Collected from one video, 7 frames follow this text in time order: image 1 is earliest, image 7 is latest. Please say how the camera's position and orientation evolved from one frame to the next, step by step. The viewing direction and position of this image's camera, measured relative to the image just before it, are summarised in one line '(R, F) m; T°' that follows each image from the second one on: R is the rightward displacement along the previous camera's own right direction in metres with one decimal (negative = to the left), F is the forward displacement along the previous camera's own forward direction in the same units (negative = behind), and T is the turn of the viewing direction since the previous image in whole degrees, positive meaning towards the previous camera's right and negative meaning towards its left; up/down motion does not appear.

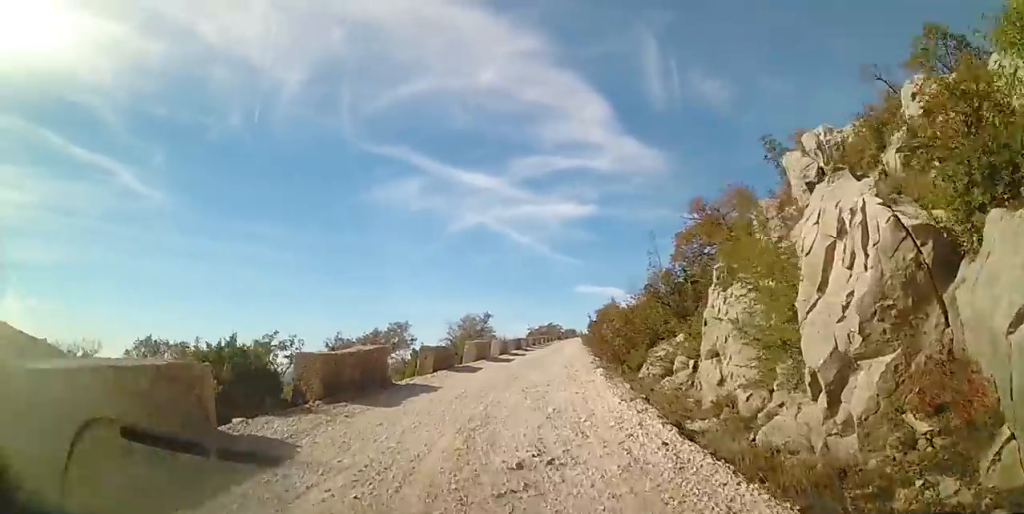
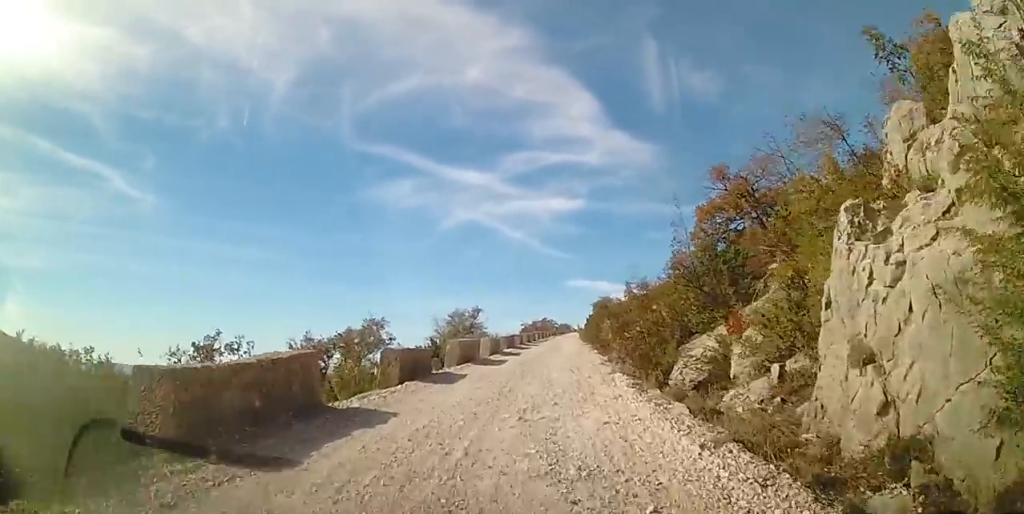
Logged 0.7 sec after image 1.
(+0.5, +4.3) m; +1°
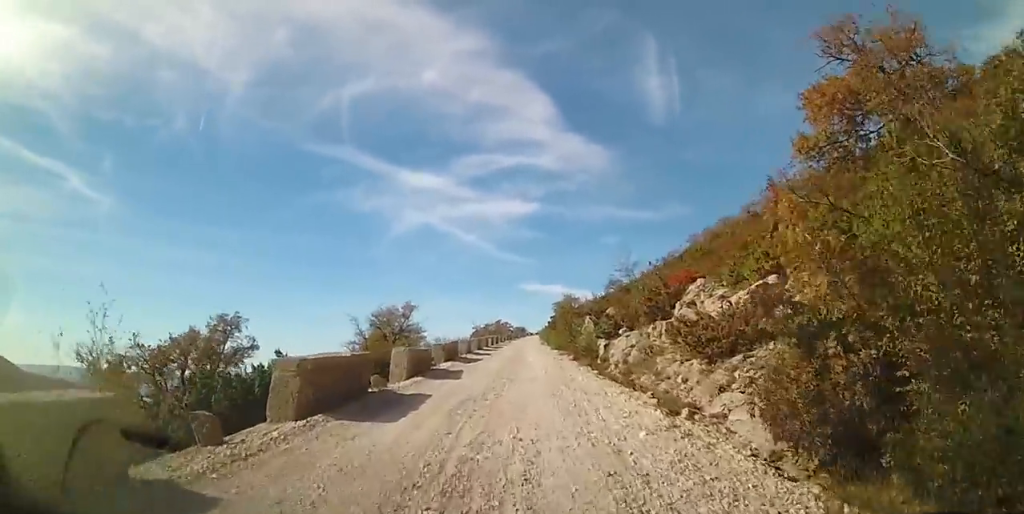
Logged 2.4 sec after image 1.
(-0.1, +11.6) m; +1°
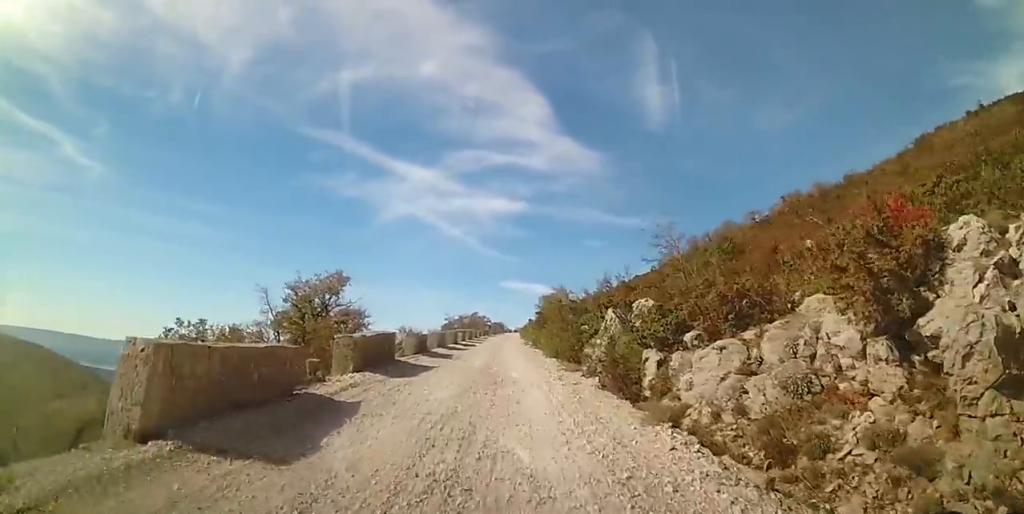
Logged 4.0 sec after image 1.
(0.0, +11.2) m; +2°
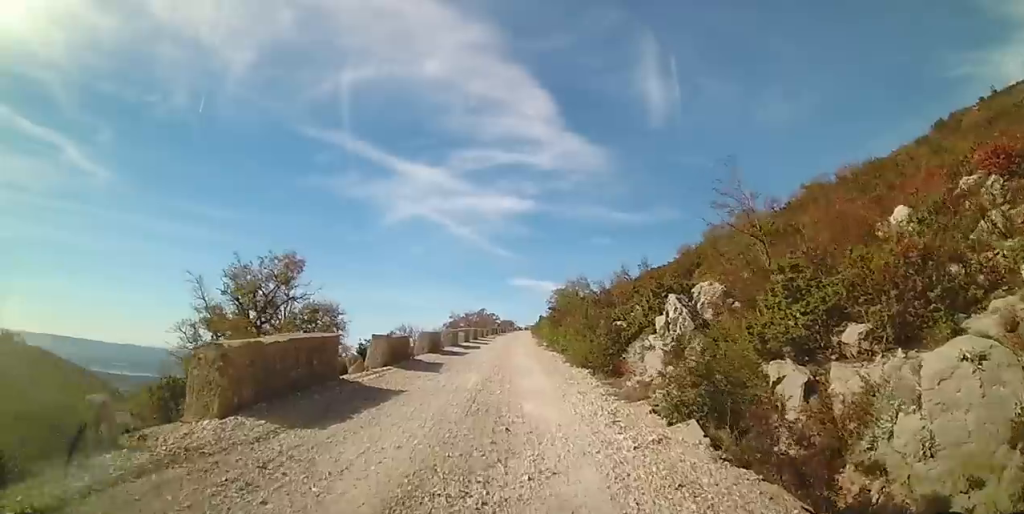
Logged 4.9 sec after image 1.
(+0.5, +6.3) m; 0°
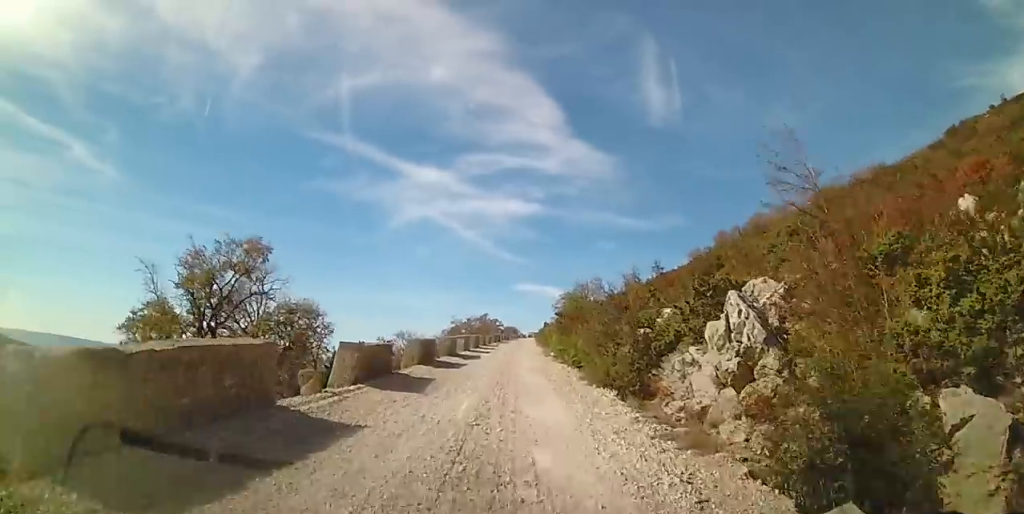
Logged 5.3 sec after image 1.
(-0.3, +3.2) m; -2°
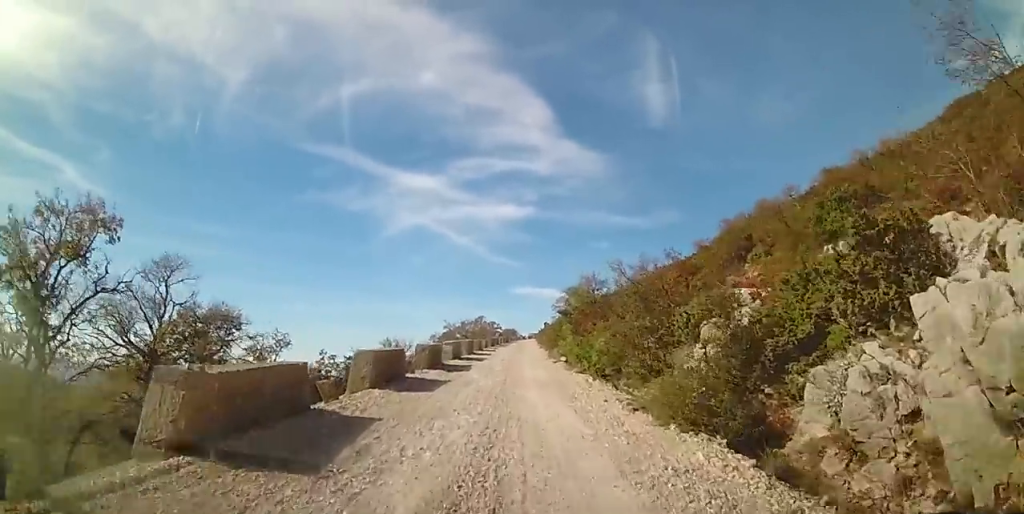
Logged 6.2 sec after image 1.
(-0.2, +6.5) m; -2°
